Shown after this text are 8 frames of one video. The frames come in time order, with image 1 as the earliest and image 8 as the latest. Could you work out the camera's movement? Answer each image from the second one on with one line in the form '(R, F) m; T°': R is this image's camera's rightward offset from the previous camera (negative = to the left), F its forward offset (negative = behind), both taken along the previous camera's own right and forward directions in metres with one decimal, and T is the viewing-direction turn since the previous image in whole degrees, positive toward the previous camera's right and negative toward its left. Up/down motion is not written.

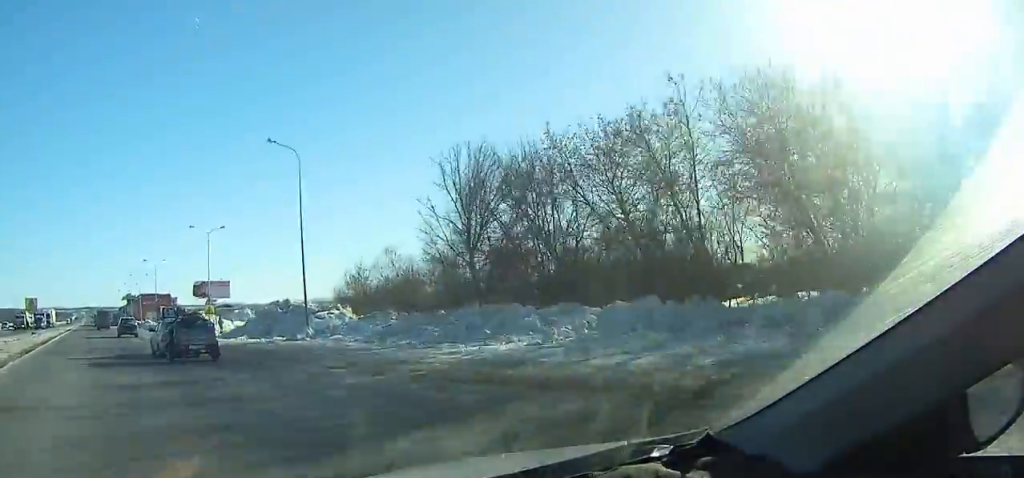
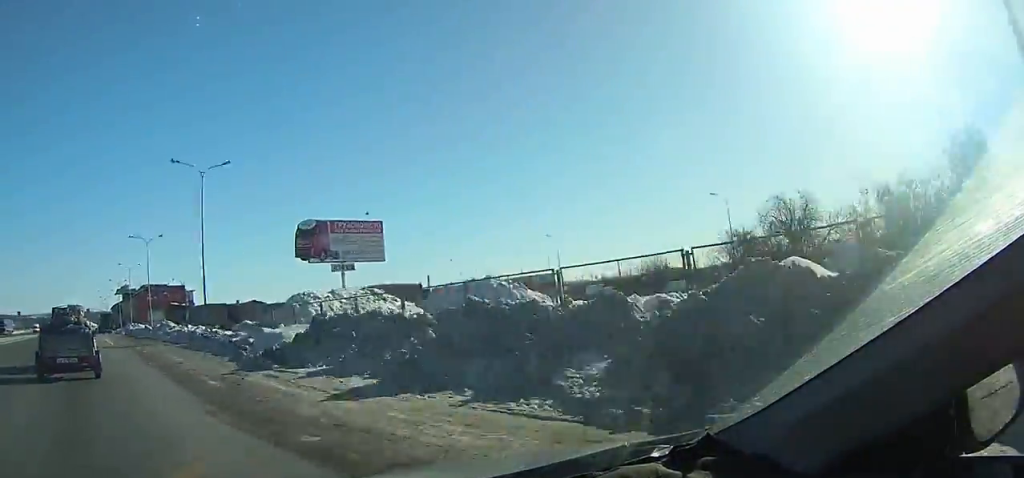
(+0.7, +70.3) m; 0°
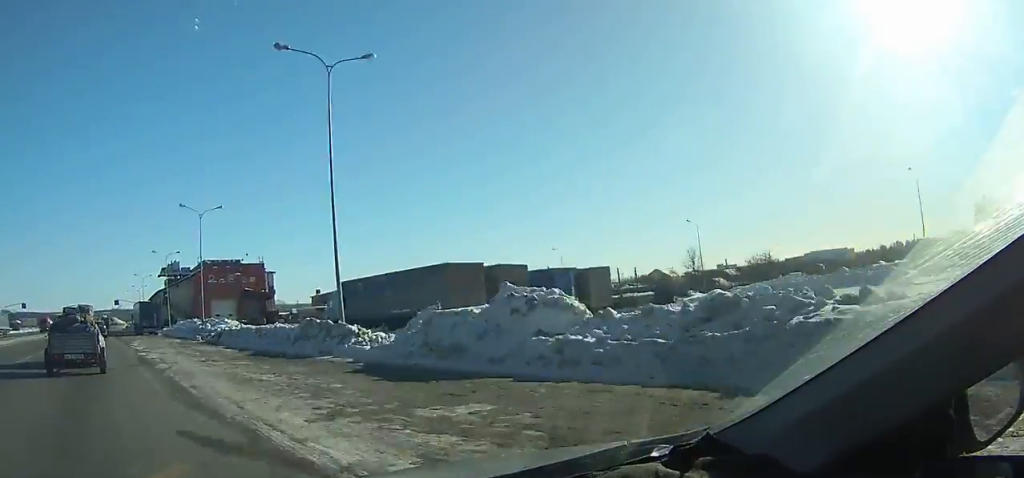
(-0.8, +53.9) m; -2°
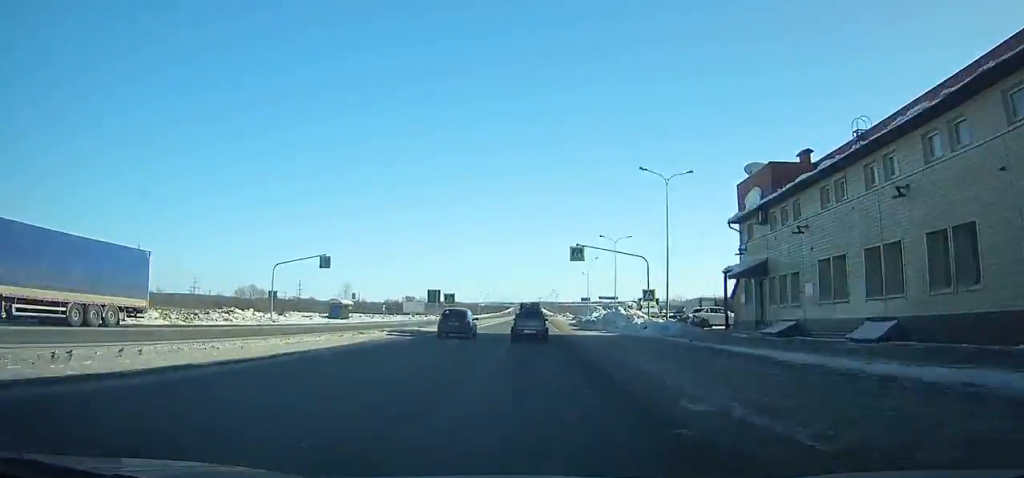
(-1.3, +98.6) m; 0°
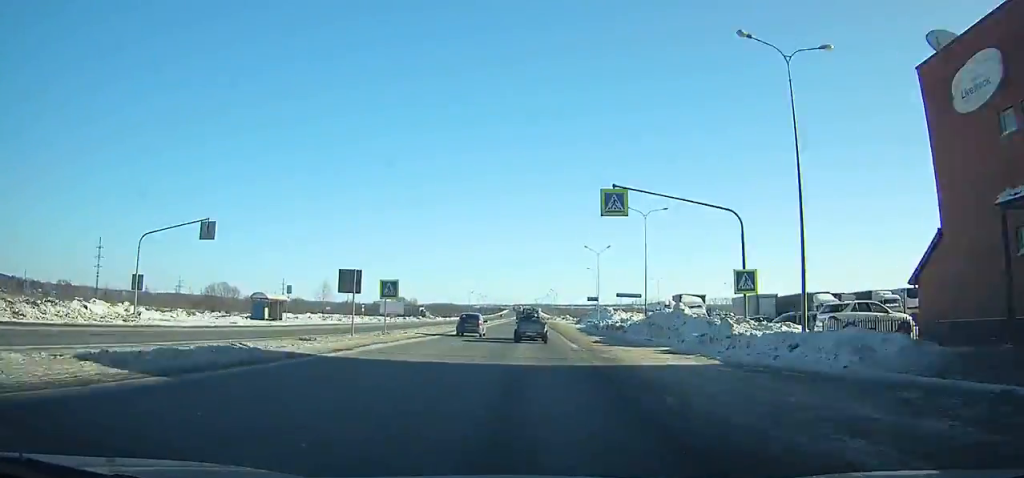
(0.0, +22.3) m; 0°
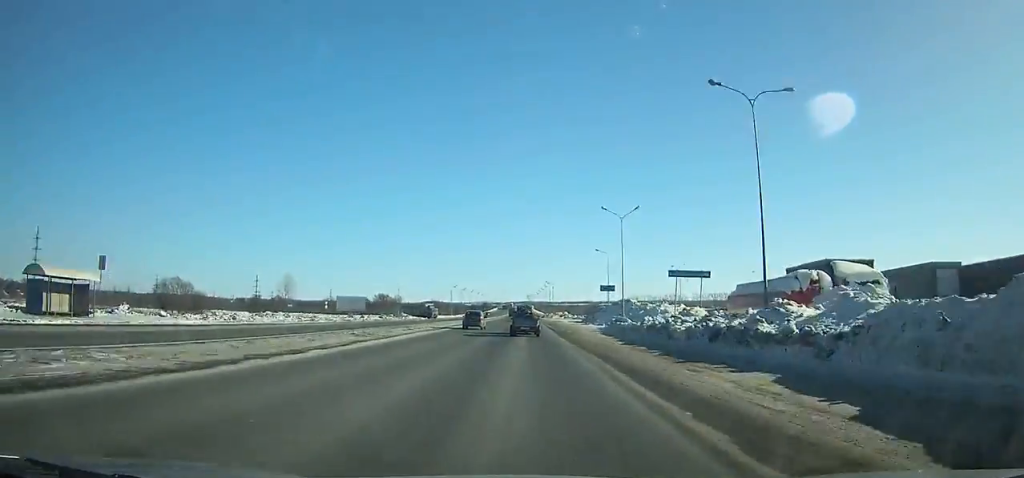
(+0.3, +30.3) m; 0°
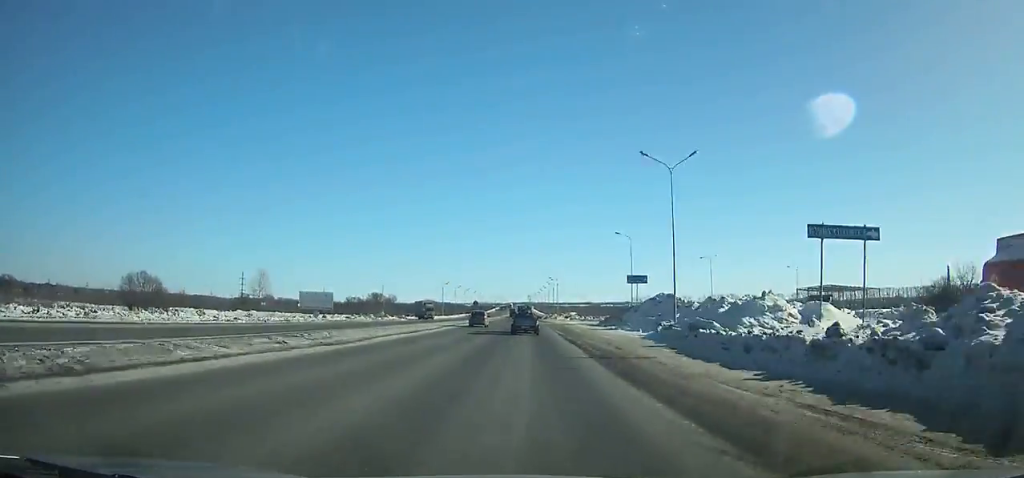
(0.0, +20.9) m; 0°
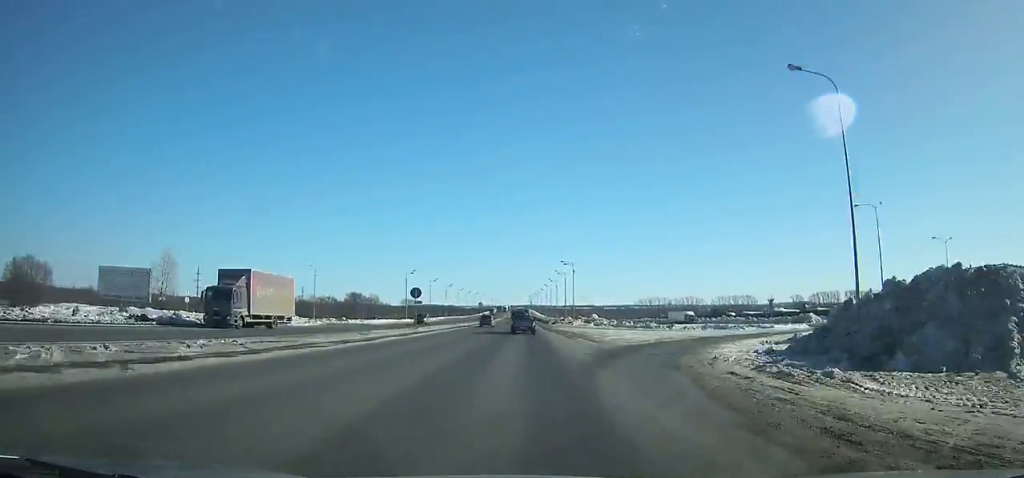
(-0.1, +52.5) m; 0°
